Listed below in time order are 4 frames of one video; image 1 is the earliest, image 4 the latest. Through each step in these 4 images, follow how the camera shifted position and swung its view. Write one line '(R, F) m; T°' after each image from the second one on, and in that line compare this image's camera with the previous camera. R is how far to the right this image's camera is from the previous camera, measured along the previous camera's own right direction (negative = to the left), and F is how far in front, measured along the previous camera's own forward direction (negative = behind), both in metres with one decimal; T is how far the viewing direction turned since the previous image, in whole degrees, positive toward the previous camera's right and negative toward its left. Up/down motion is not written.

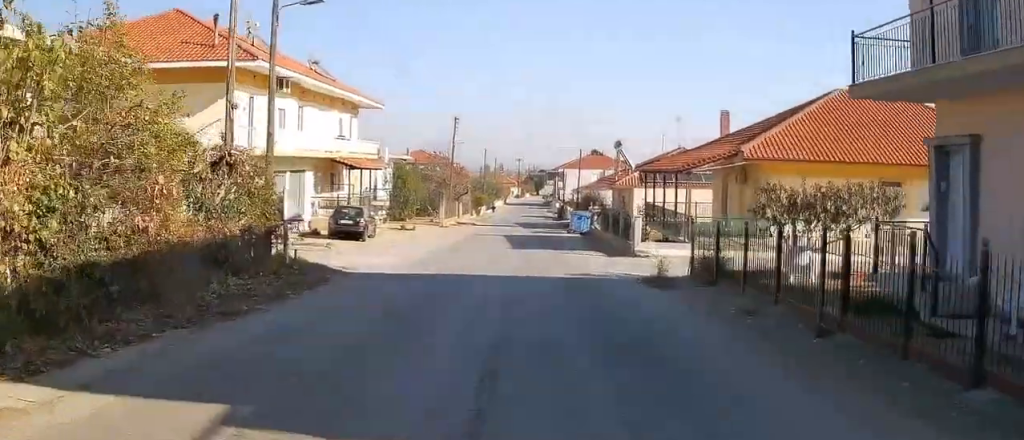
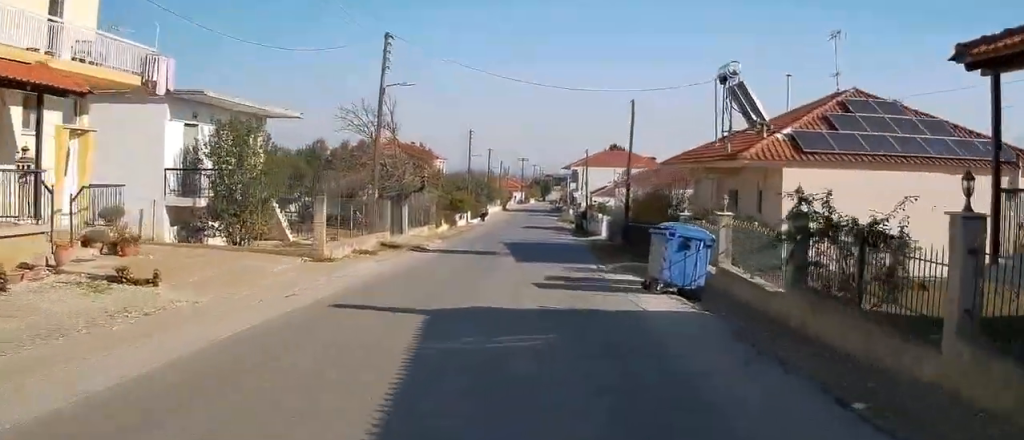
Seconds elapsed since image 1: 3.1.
(+0.3, +31.3) m; 0°
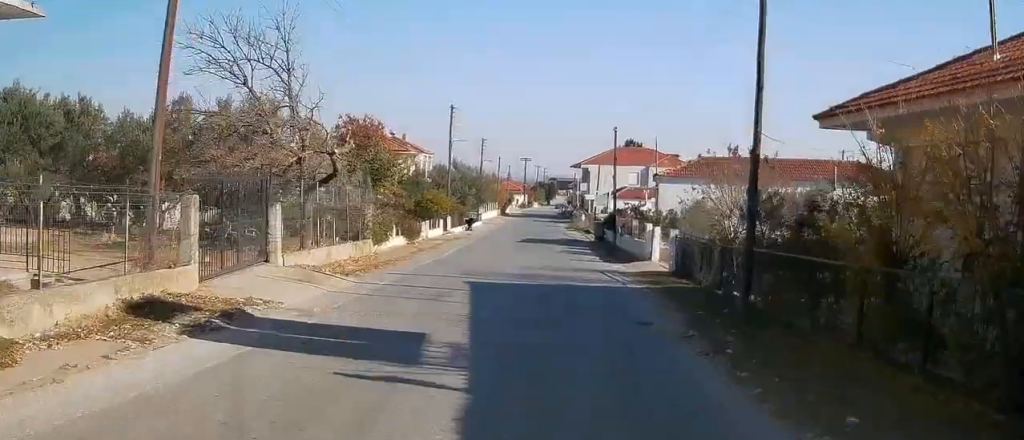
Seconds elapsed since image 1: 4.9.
(-0.1, +19.1) m; -1°
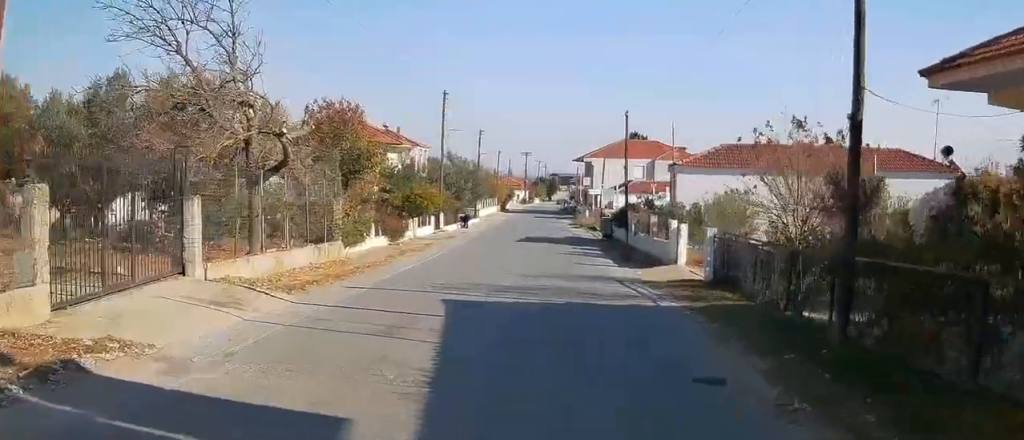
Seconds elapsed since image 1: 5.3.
(0.0, +4.7) m; 0°
